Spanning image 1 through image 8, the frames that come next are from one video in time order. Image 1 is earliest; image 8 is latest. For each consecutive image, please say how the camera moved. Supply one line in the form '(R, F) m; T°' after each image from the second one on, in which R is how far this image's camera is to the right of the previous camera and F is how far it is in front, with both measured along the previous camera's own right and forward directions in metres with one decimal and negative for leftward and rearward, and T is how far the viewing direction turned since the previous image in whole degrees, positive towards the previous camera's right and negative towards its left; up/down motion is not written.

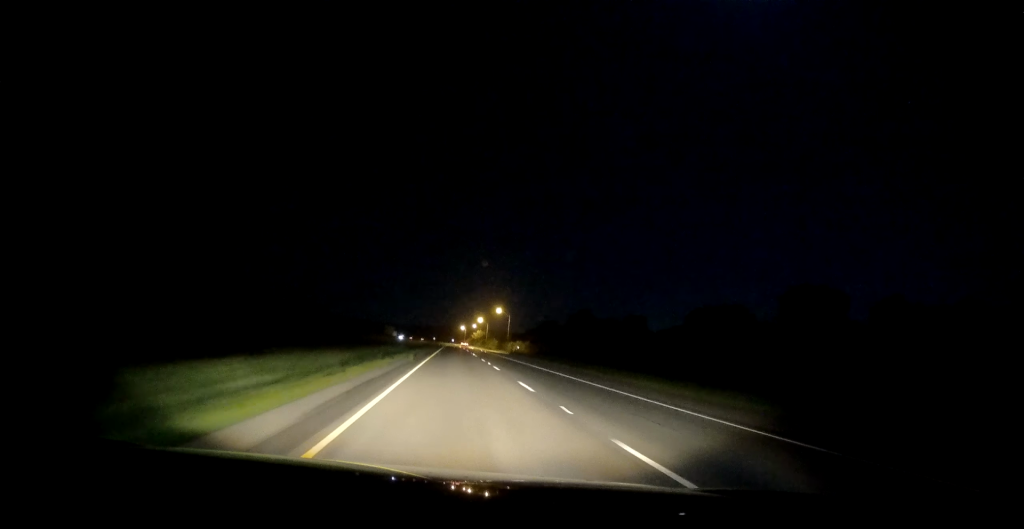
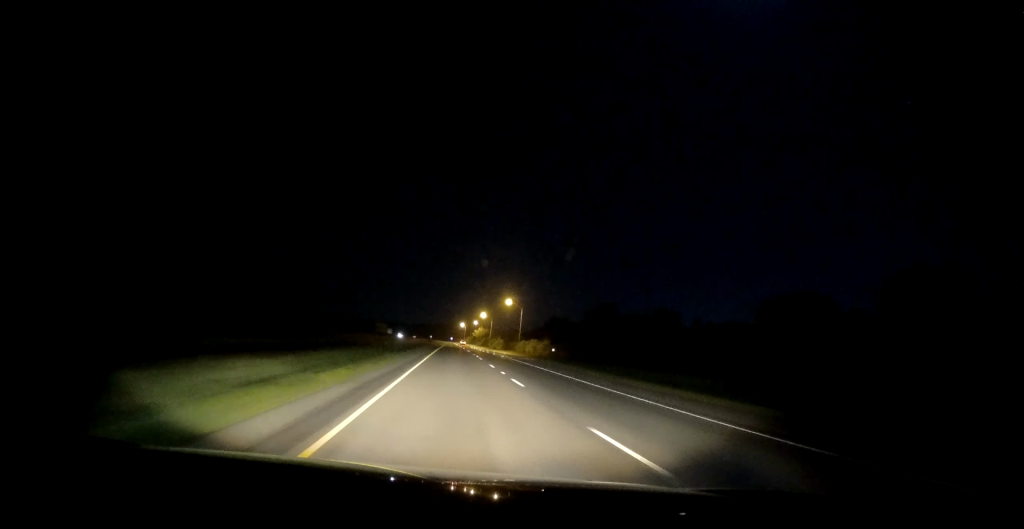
(0.0, +35.2) m; 0°
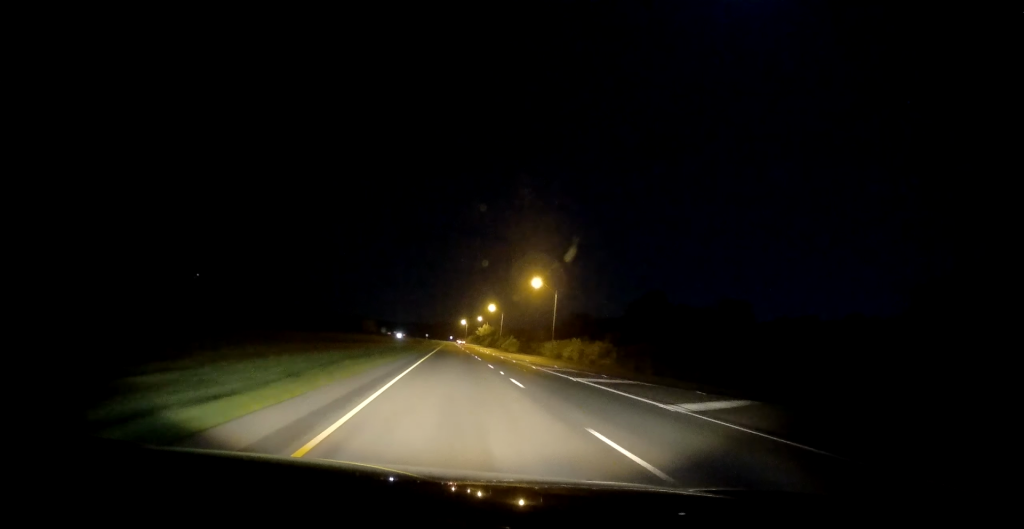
(0.0, +49.2) m; 0°
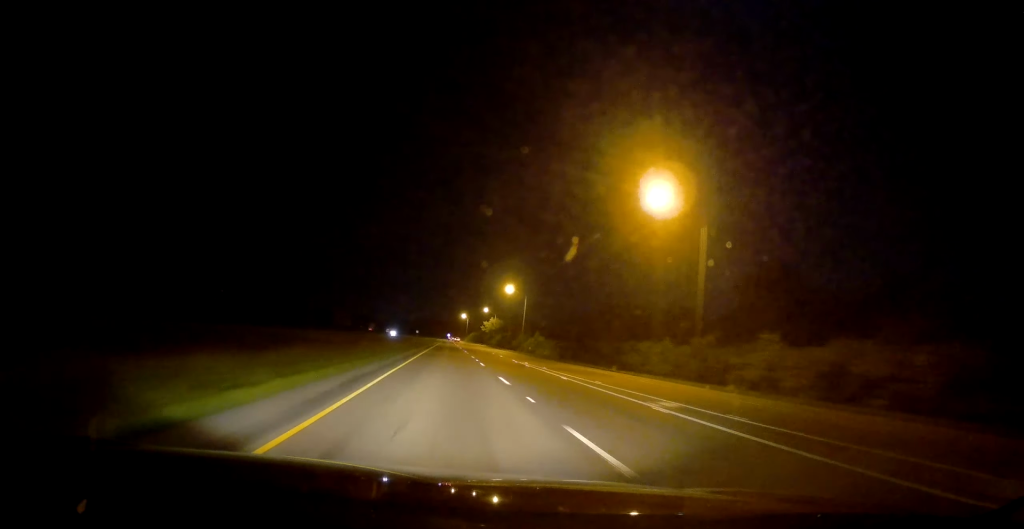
(0.0, +60.7) m; 0°
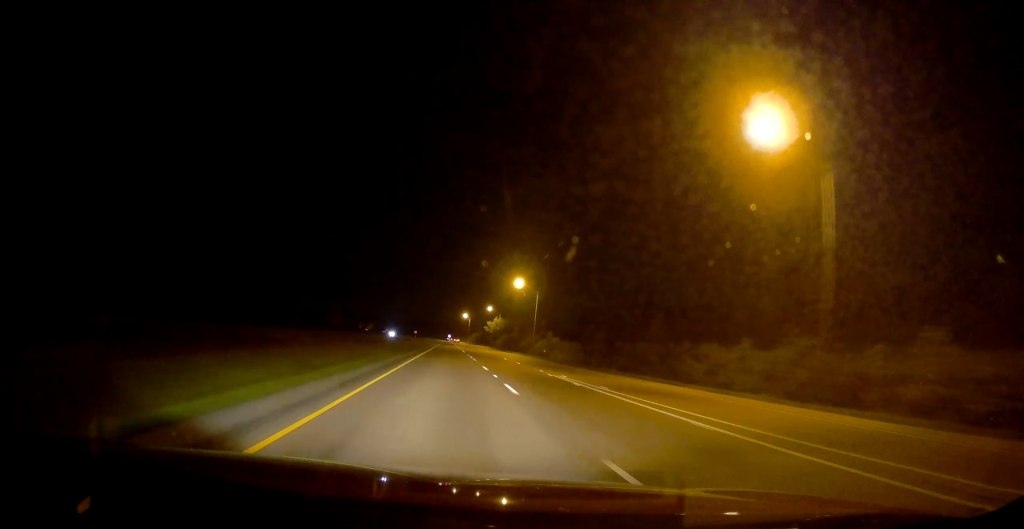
(0.0, +15.0) m; 0°
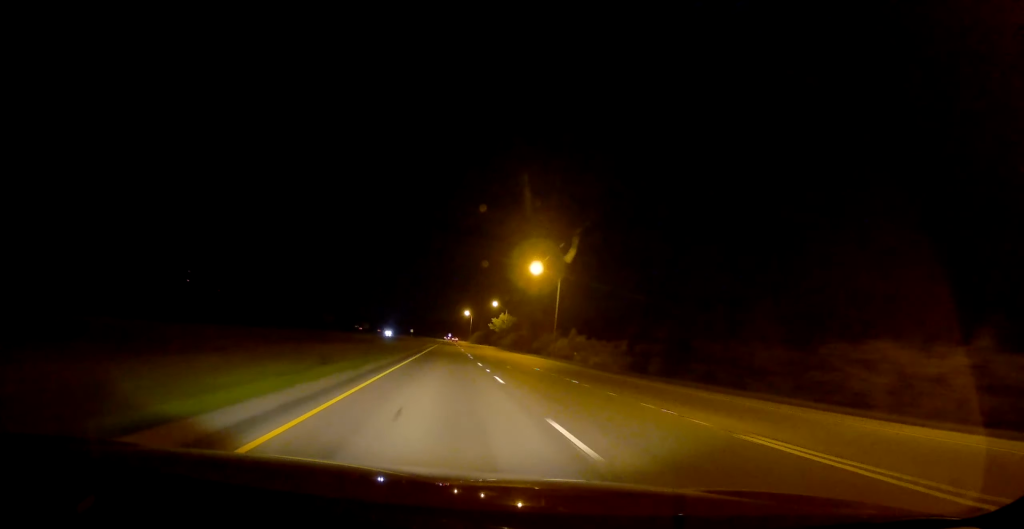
(0.0, +21.9) m; 0°
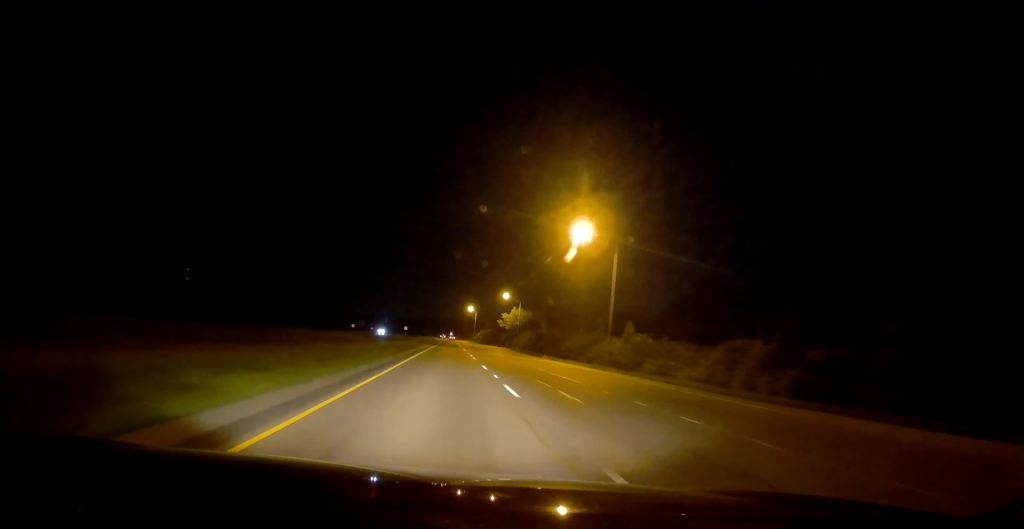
(0.0, +28.8) m; 0°
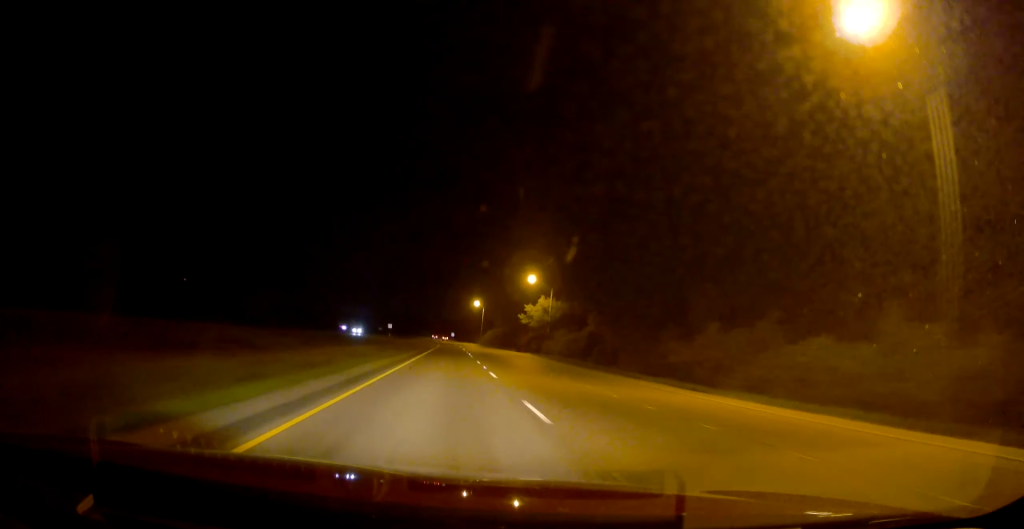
(0.0, +41.2) m; 0°
